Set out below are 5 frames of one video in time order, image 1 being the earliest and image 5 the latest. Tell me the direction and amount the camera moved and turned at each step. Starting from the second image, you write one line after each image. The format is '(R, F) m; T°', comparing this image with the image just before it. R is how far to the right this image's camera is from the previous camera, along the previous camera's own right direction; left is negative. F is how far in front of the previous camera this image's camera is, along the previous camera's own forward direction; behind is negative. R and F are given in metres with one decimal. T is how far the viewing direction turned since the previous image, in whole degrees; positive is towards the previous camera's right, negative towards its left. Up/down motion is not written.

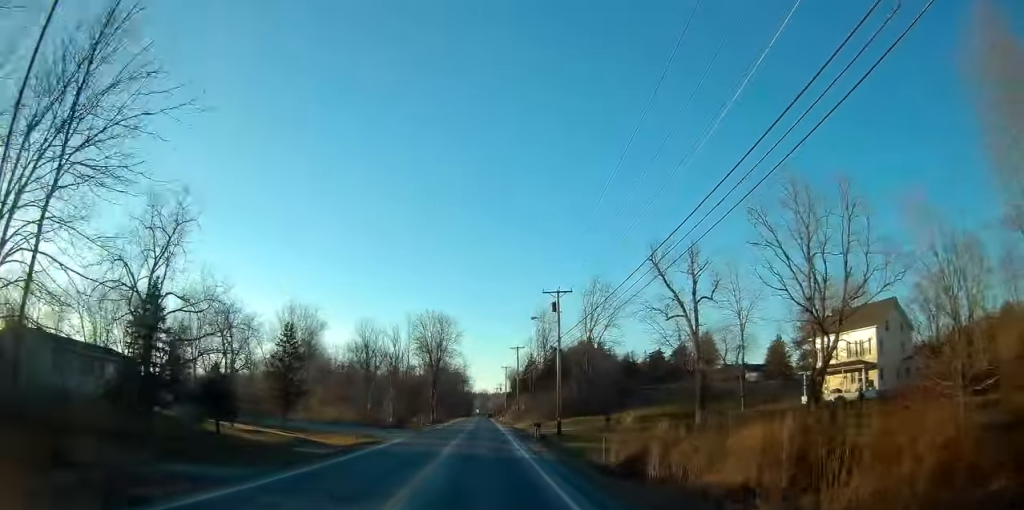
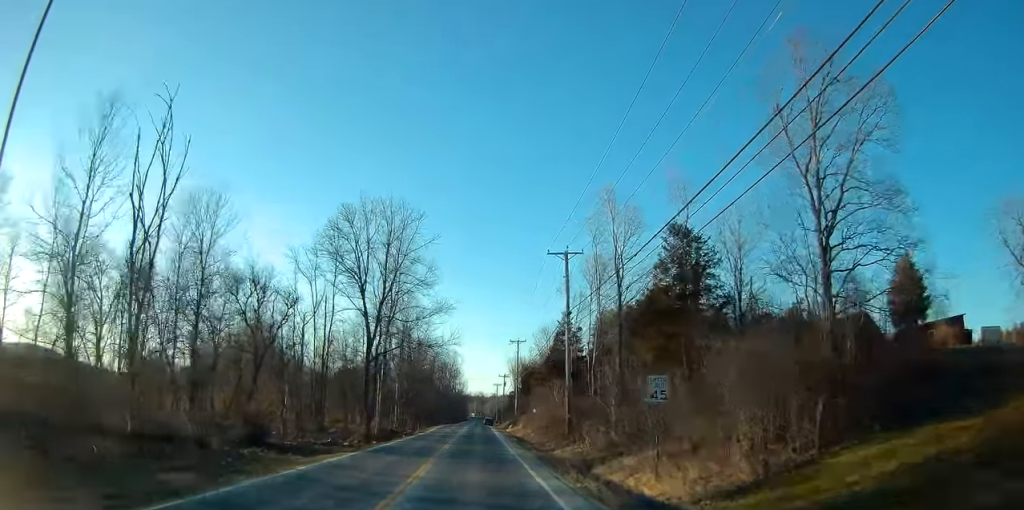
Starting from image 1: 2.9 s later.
(0.0, +59.3) m; 0°
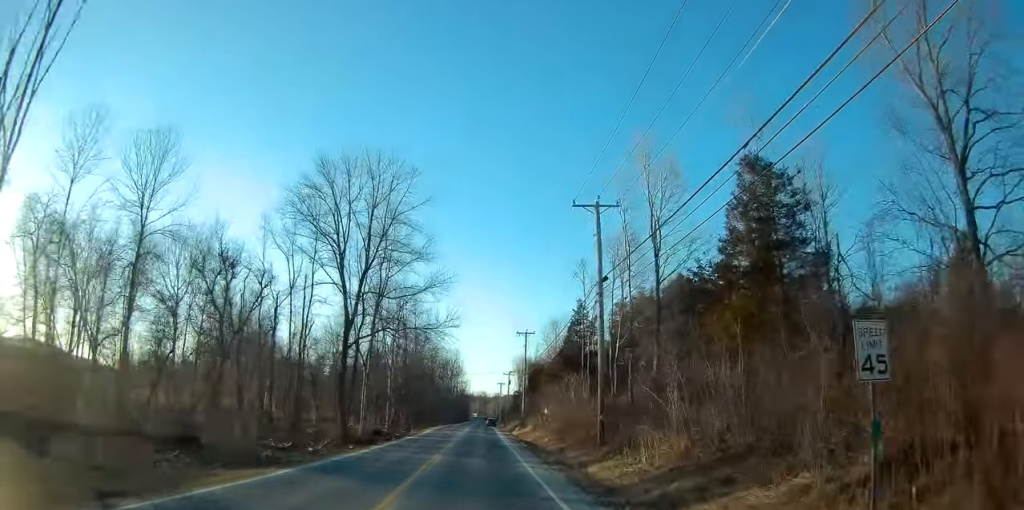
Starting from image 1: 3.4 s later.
(+0.1, +9.3) m; 0°
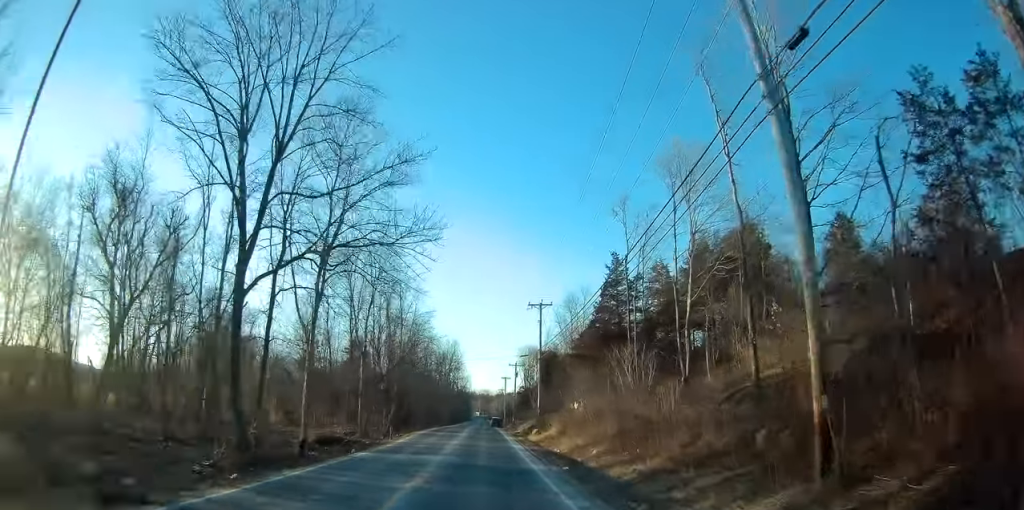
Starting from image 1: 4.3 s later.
(+0.1, +18.4) m; 0°
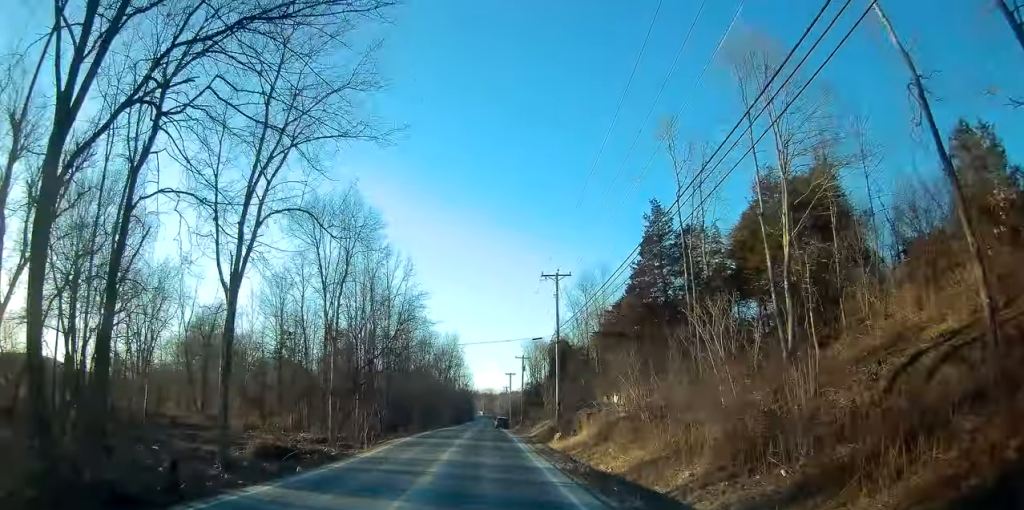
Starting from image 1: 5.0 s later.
(-0.1, +12.3) m; -1°
